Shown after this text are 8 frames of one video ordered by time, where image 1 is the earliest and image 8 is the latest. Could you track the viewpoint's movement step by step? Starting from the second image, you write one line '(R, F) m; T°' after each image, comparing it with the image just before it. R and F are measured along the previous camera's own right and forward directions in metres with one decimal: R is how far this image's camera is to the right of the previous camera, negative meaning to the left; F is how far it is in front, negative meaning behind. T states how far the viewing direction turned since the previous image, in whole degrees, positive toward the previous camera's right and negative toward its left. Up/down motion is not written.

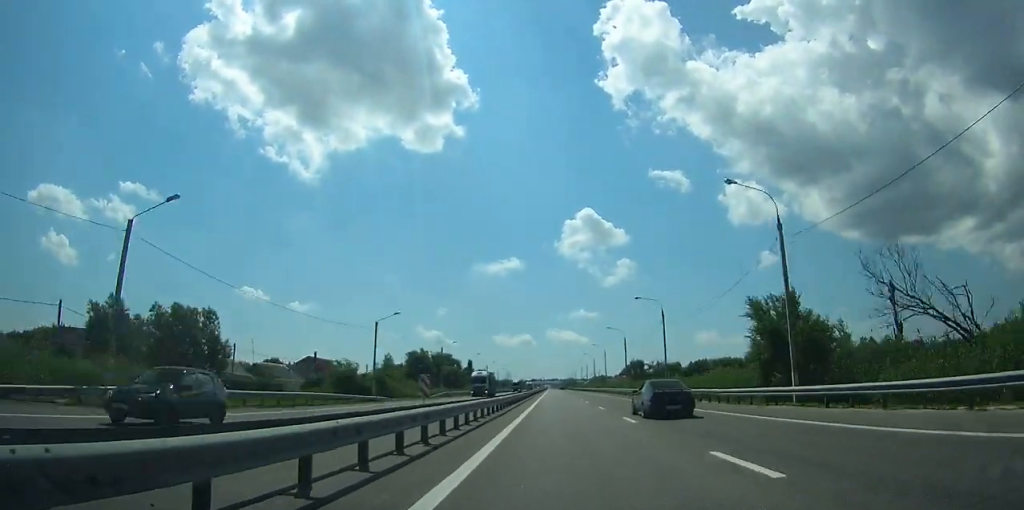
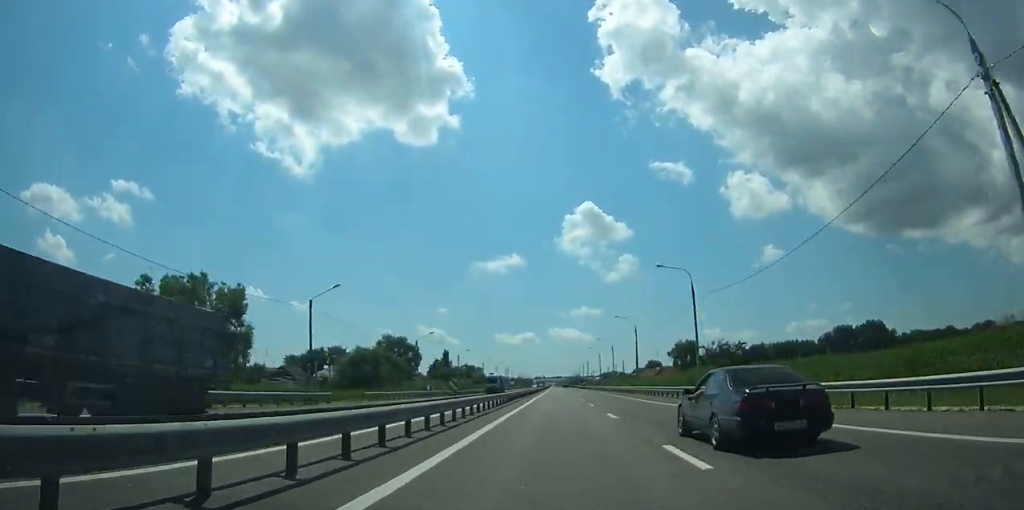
(-0.1, +79.7) m; 0°
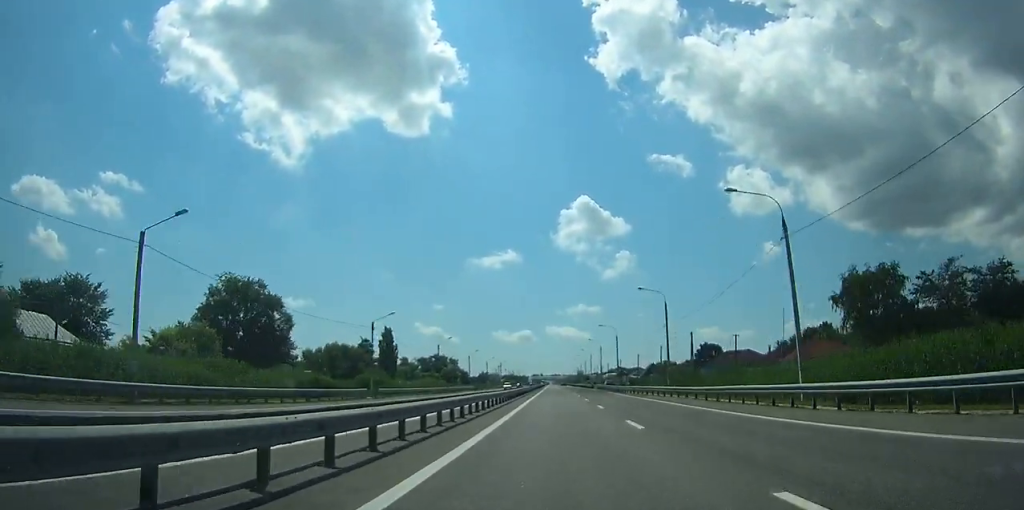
(-0.2, +88.2) m; 0°
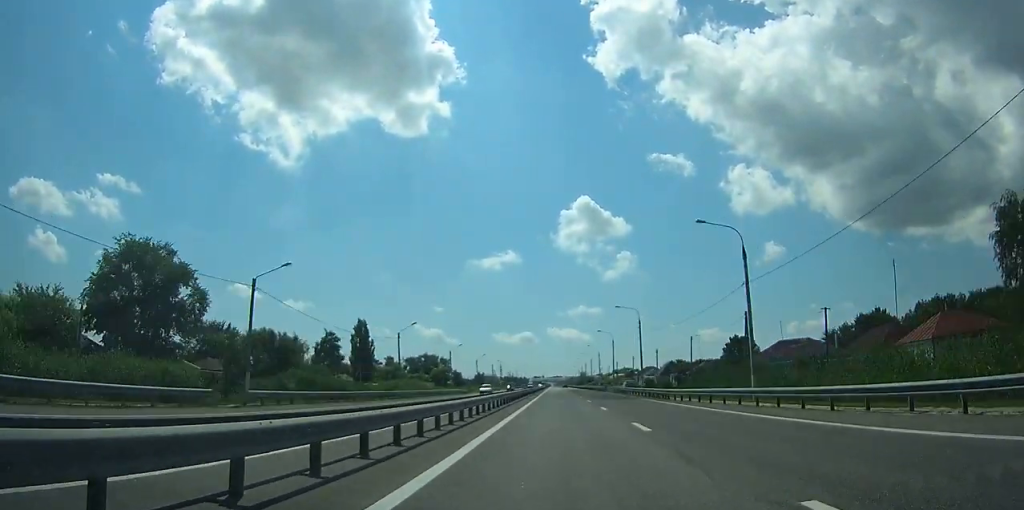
(0.0, +26.0) m; 0°
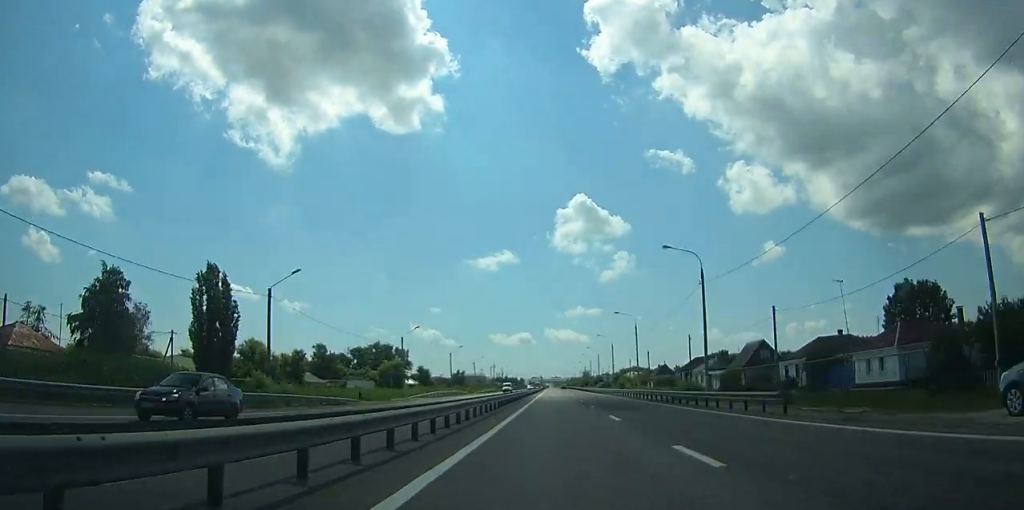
(+0.7, +67.1) m; +4°
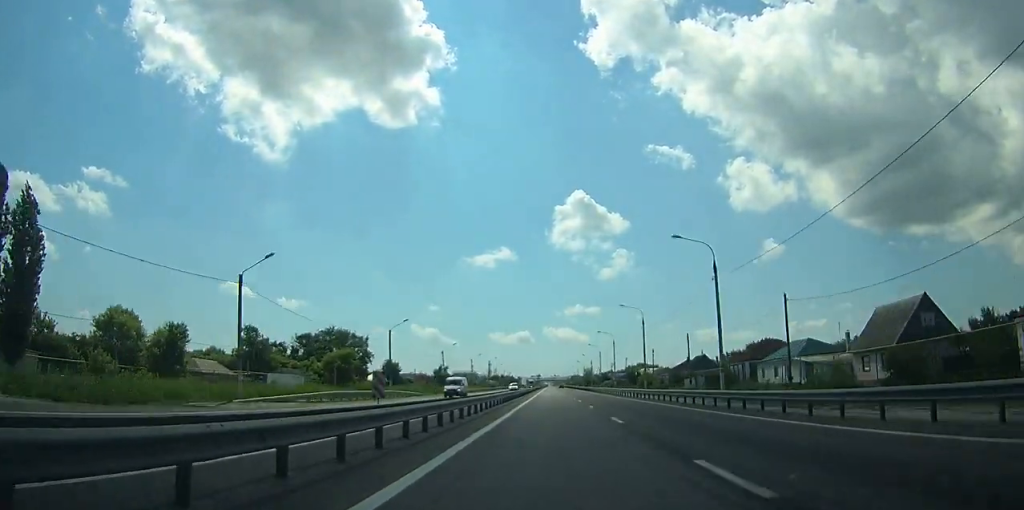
(+3.8, +38.3) m; -3°
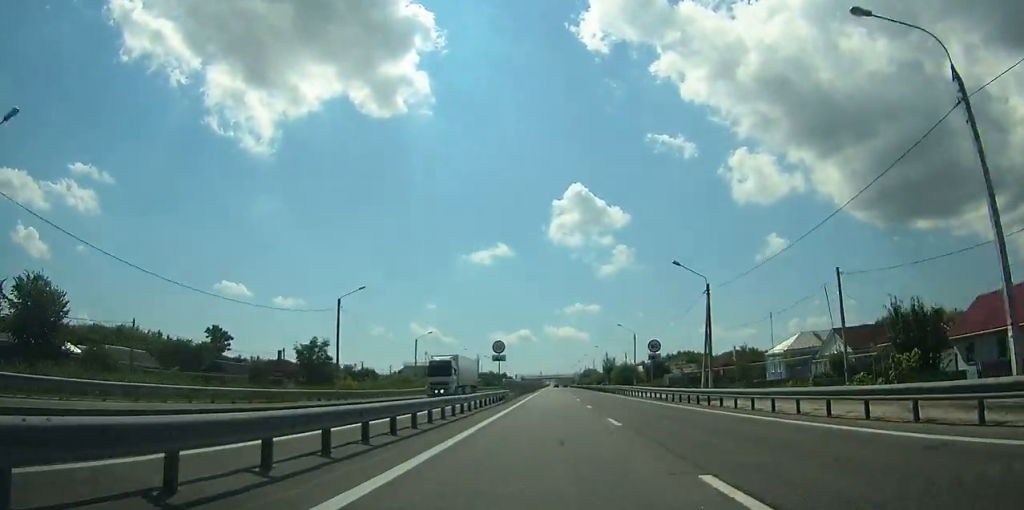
(-11.4, +117.7) m; -4°
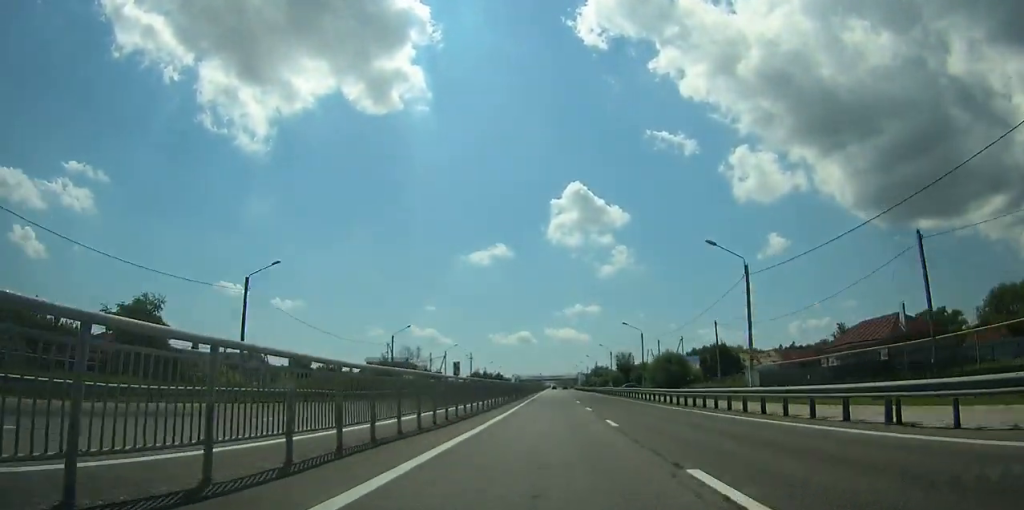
(+1.7, +46.9) m; +3°
